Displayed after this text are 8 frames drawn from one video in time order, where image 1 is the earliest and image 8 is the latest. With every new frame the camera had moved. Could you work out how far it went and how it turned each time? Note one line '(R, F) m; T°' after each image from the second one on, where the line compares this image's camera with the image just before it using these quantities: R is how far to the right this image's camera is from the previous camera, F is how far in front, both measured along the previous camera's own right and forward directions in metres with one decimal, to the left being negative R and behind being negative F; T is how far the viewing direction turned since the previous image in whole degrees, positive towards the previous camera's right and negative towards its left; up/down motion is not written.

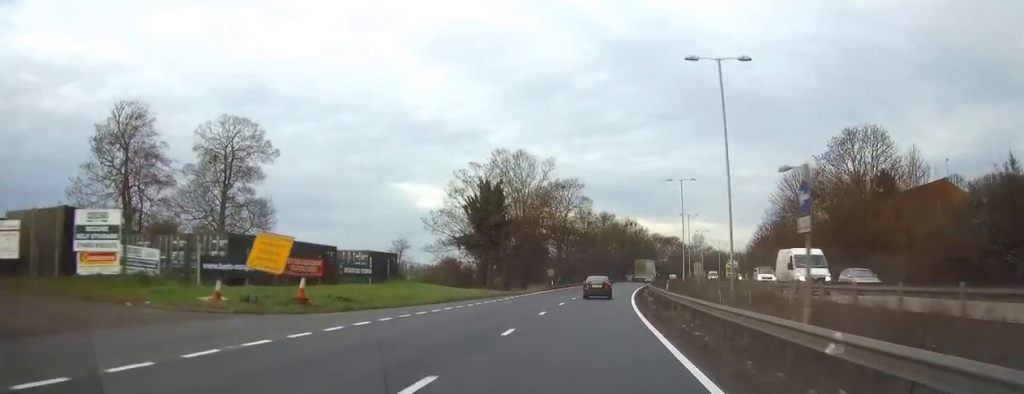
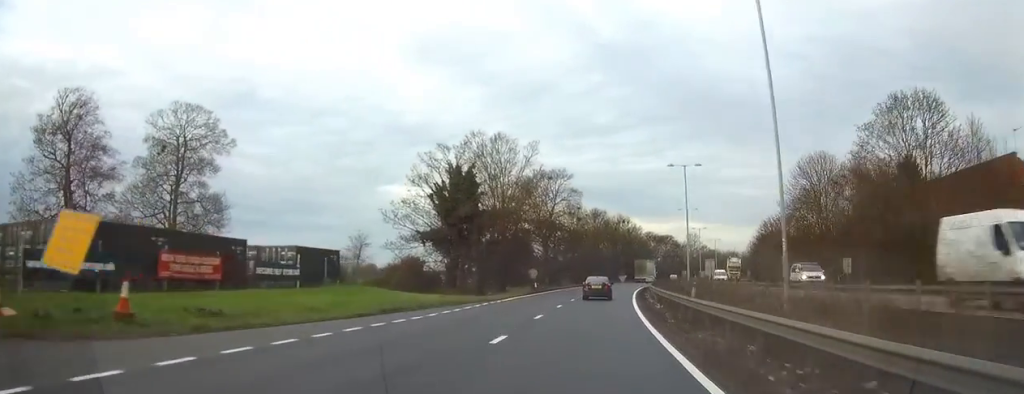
(0.0, +10.6) m; +1°
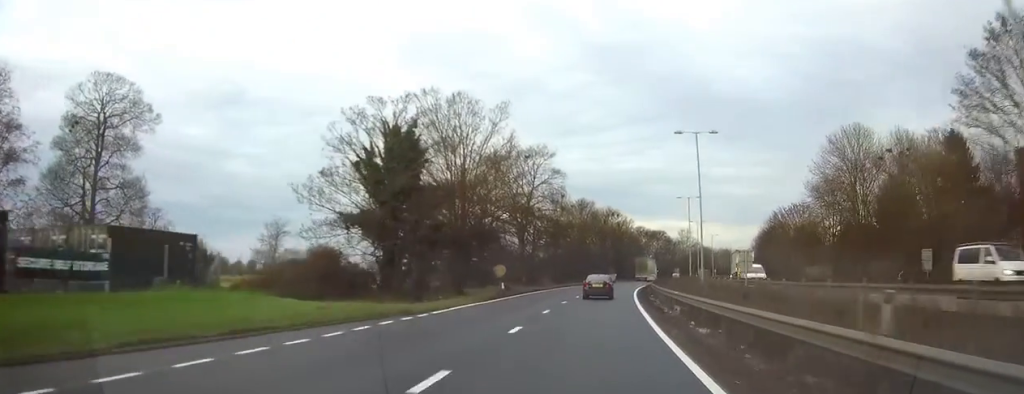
(+0.2, +15.4) m; +1°
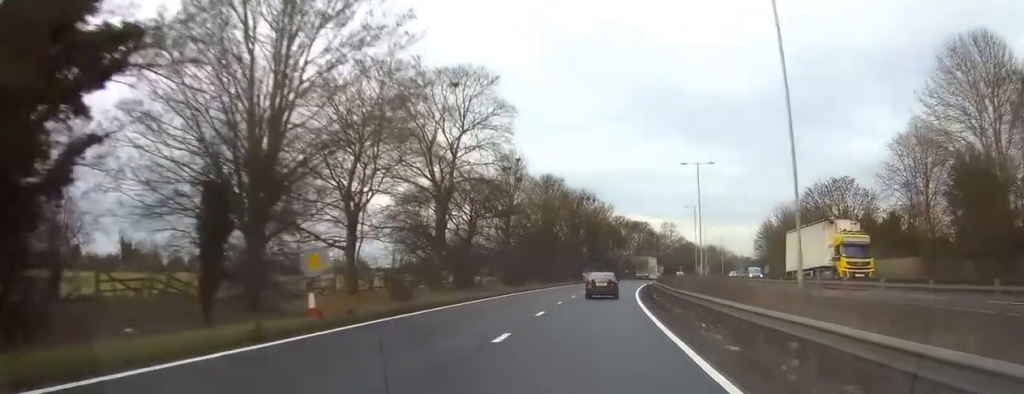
(+0.5, +29.4) m; +2°
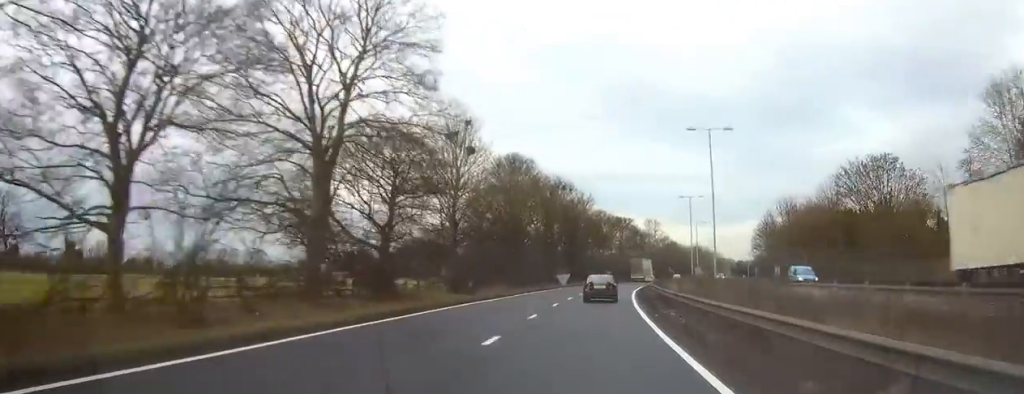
(+0.2, +17.9) m; +2°
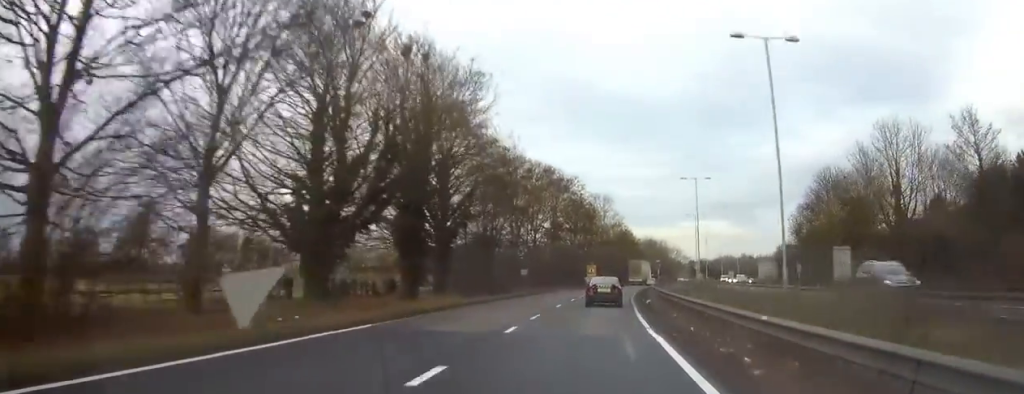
(+3.2, +67.2) m; +5°
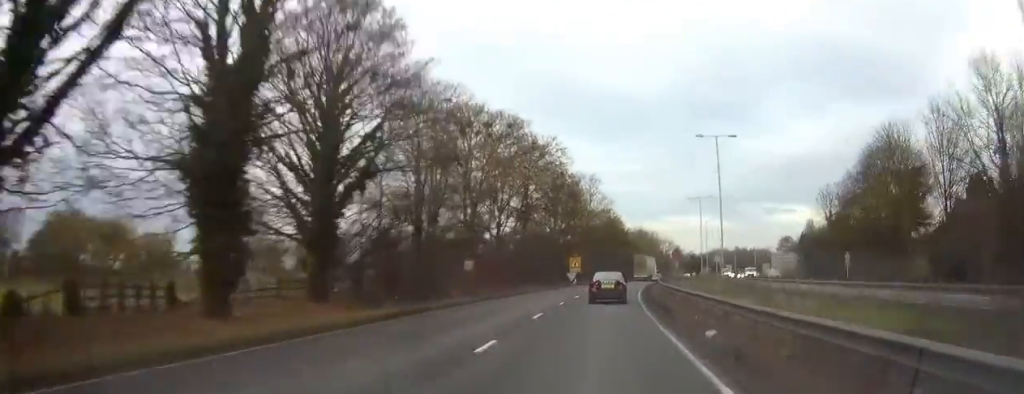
(+0.3, +20.5) m; +2°
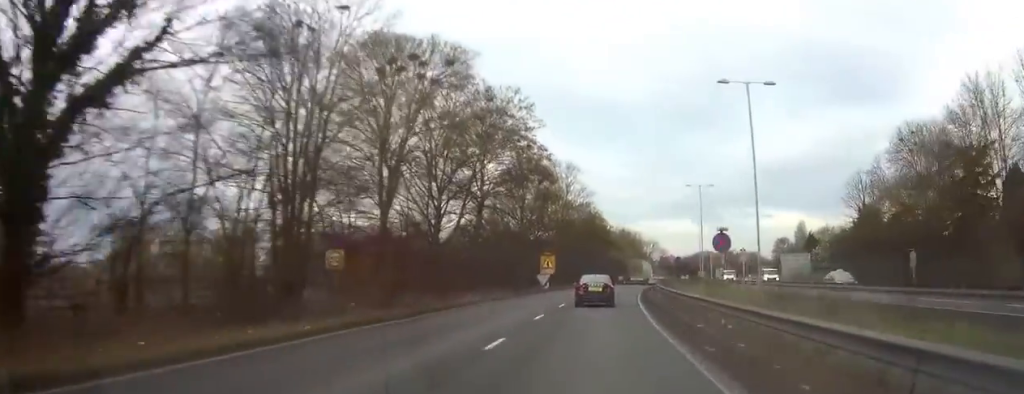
(+0.2, +17.4) m; +1°
